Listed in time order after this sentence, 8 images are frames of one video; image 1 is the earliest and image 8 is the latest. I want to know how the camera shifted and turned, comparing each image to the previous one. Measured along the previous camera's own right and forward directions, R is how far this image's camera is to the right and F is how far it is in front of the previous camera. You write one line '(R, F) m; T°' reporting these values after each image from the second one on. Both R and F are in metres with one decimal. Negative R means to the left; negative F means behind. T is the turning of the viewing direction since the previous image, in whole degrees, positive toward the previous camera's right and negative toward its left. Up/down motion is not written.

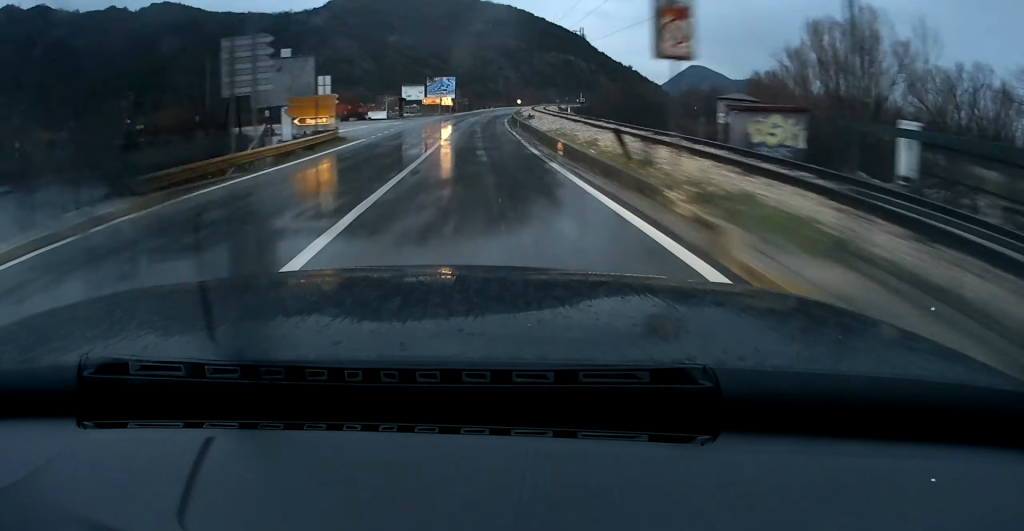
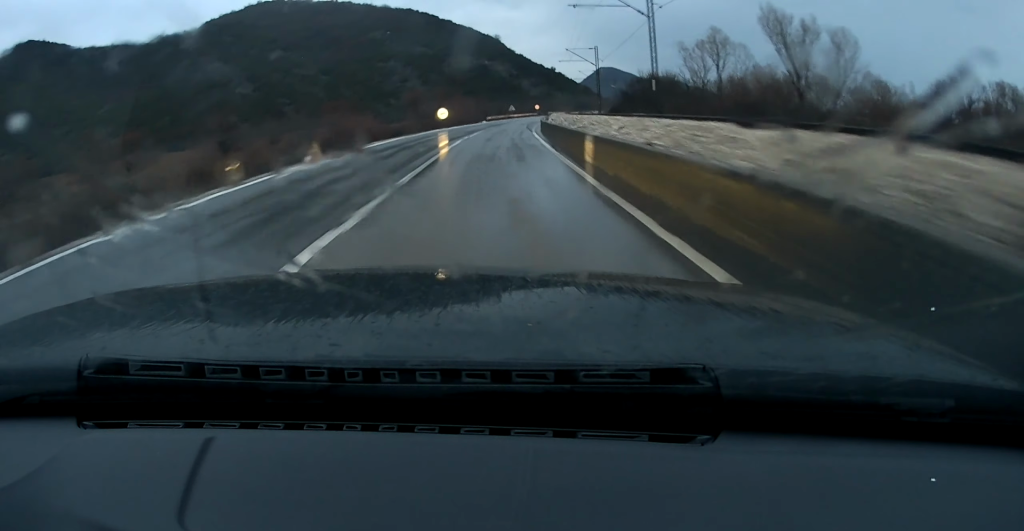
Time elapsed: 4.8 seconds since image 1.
(+5.8, +107.7) m; +8°
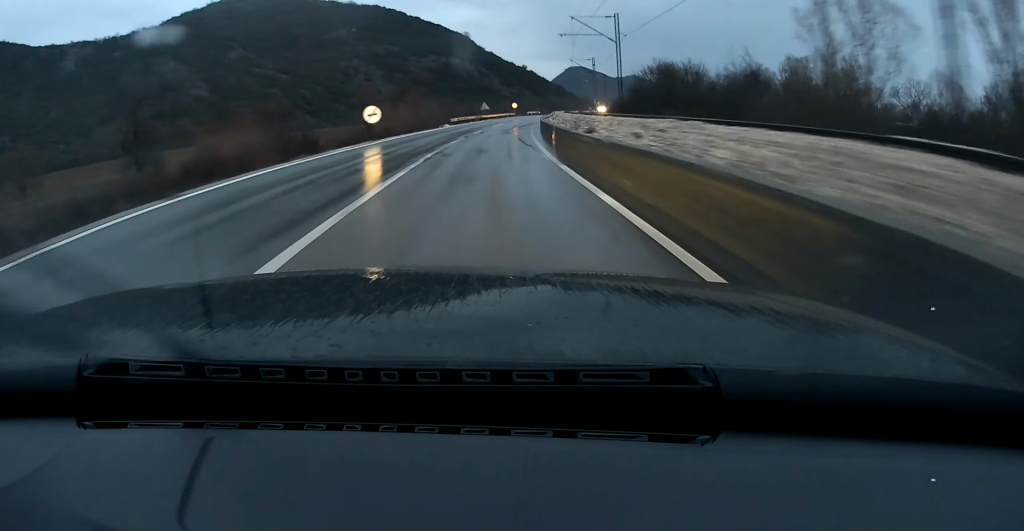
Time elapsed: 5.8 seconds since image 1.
(+0.3, +24.3) m; +3°
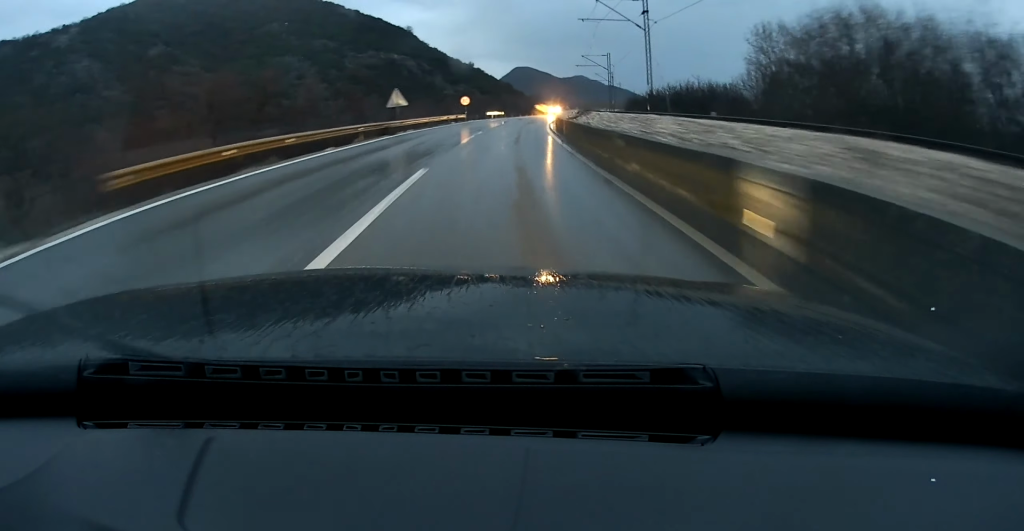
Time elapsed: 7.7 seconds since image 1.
(+2.0, +49.5) m; +5°
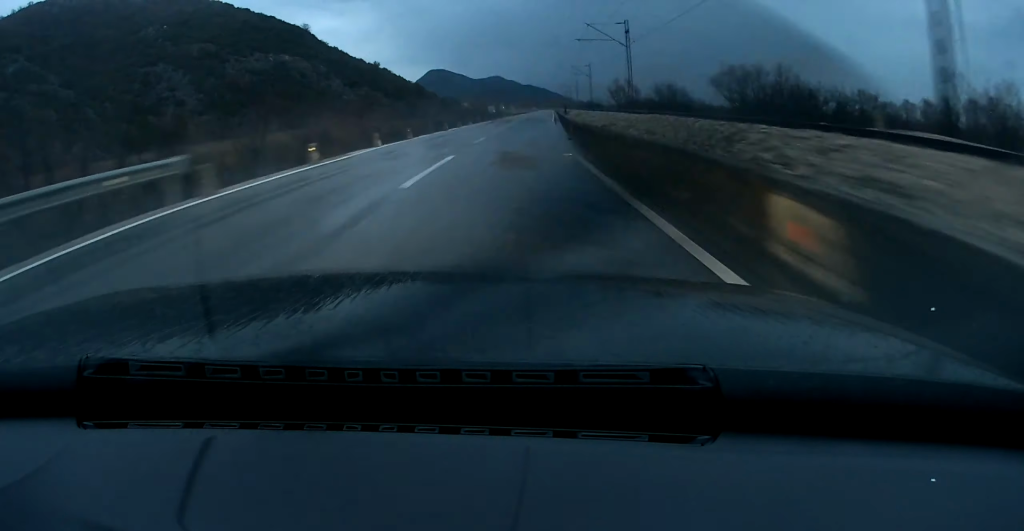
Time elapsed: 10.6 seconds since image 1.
(+5.4, +73.8) m; +7°
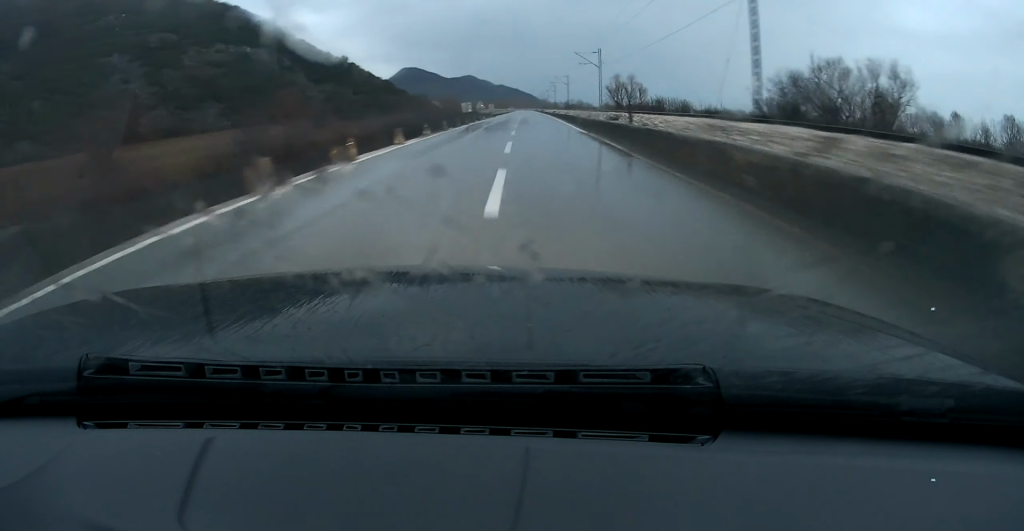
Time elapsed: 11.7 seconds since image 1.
(+0.3, +28.5) m; +2°
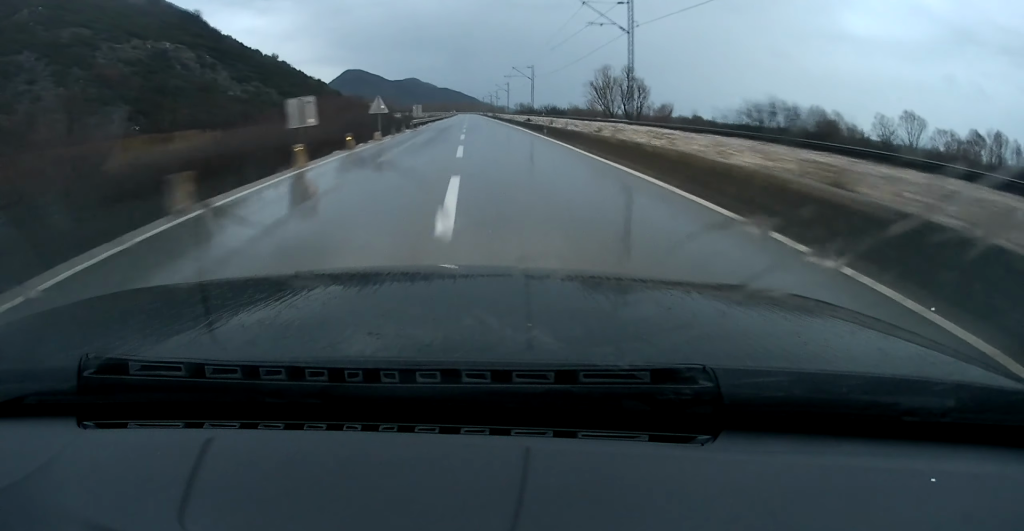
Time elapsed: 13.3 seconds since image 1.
(+1.6, +42.5) m; +2°
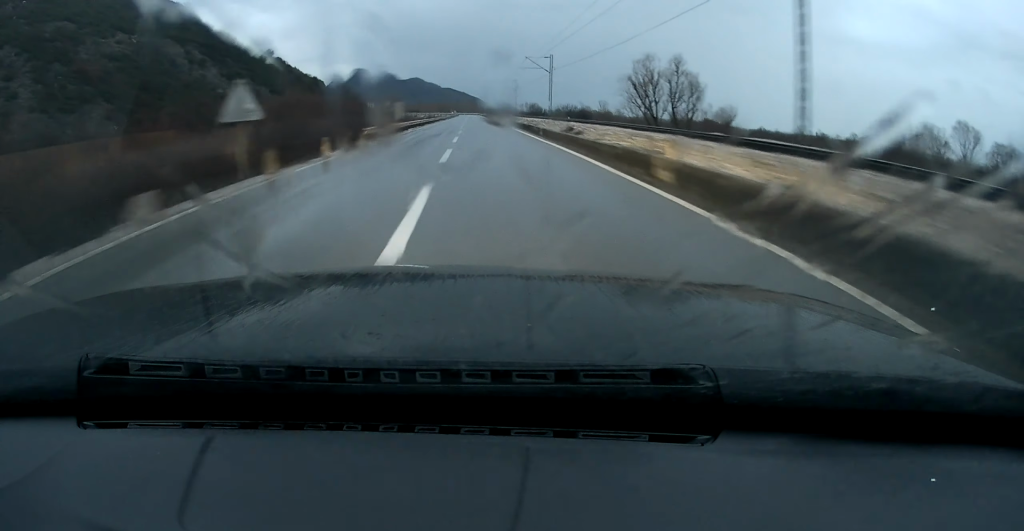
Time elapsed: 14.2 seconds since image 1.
(+0.2, +21.8) m; 0°
